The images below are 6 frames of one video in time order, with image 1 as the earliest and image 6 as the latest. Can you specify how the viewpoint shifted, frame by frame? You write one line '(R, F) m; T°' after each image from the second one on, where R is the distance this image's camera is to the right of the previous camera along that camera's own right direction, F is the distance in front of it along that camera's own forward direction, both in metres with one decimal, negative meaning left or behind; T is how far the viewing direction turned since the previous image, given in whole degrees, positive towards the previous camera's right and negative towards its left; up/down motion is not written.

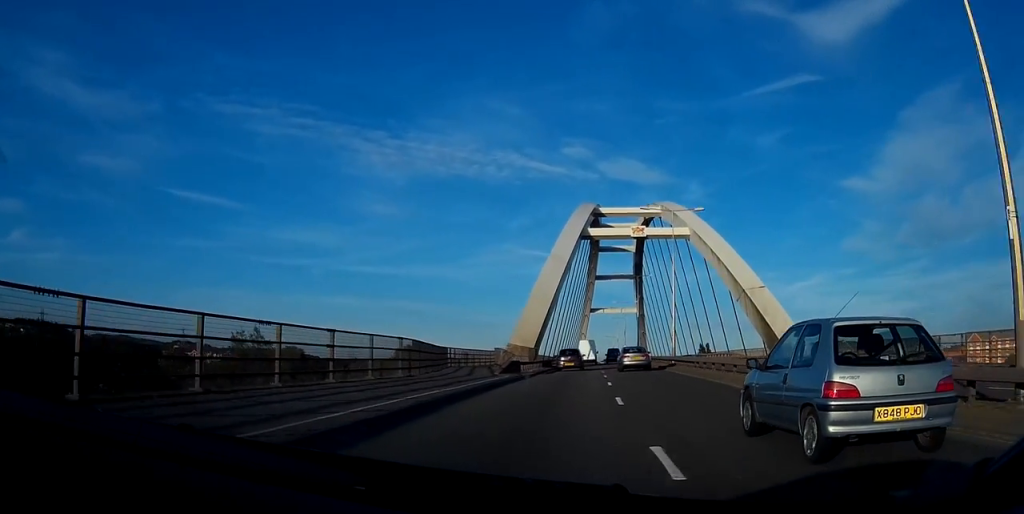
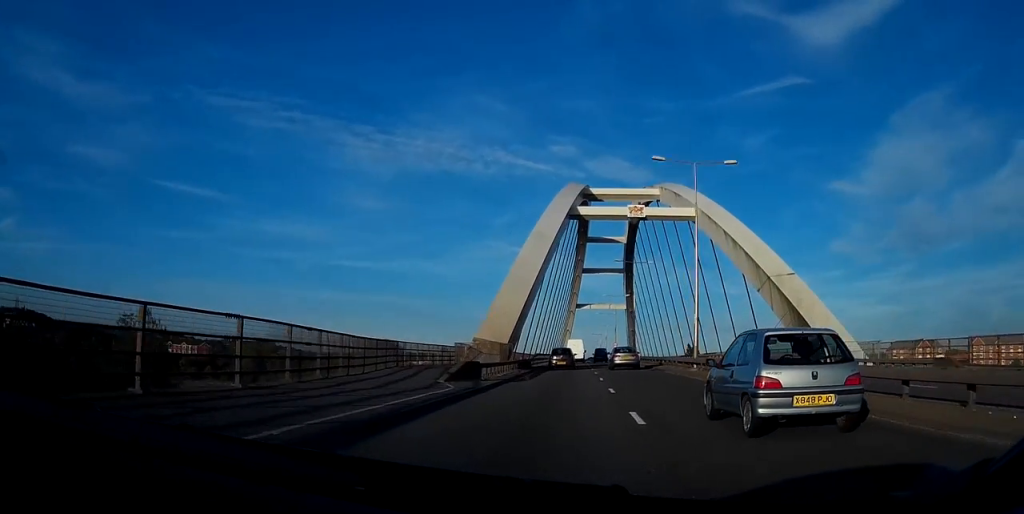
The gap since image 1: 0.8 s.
(0.0, +12.9) m; +1°
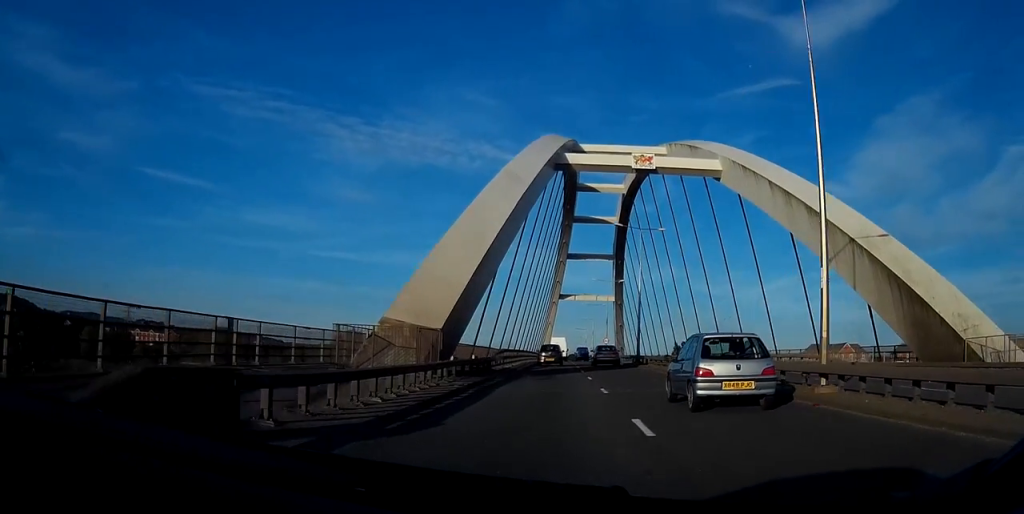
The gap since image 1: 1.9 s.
(+0.4, +19.4) m; +2°
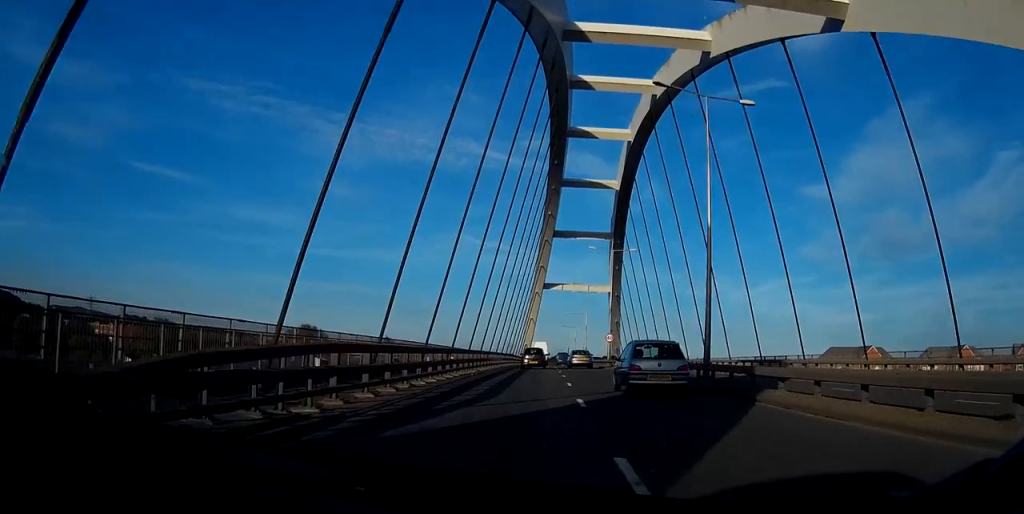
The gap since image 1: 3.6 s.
(+0.6, +30.7) m; +1°
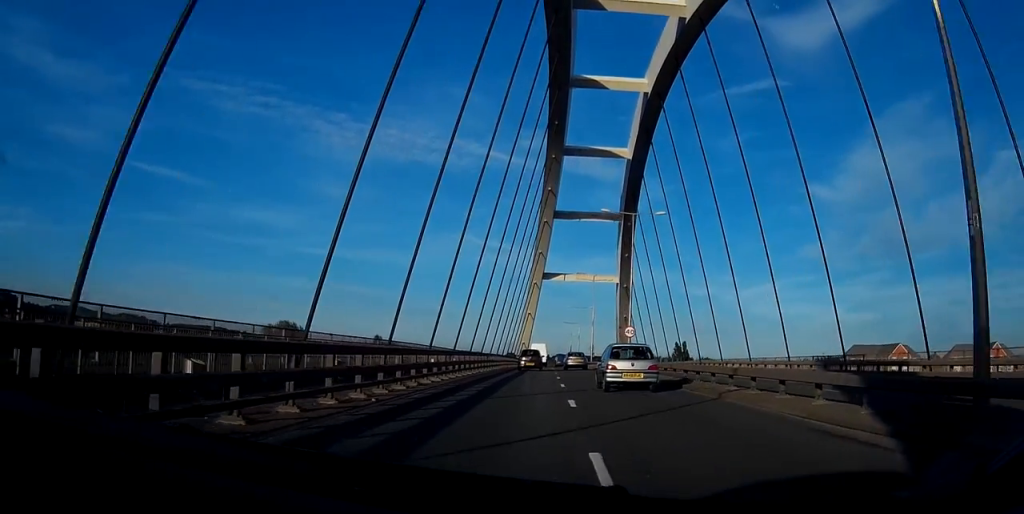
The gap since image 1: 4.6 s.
(0.0, +17.5) m; 0°
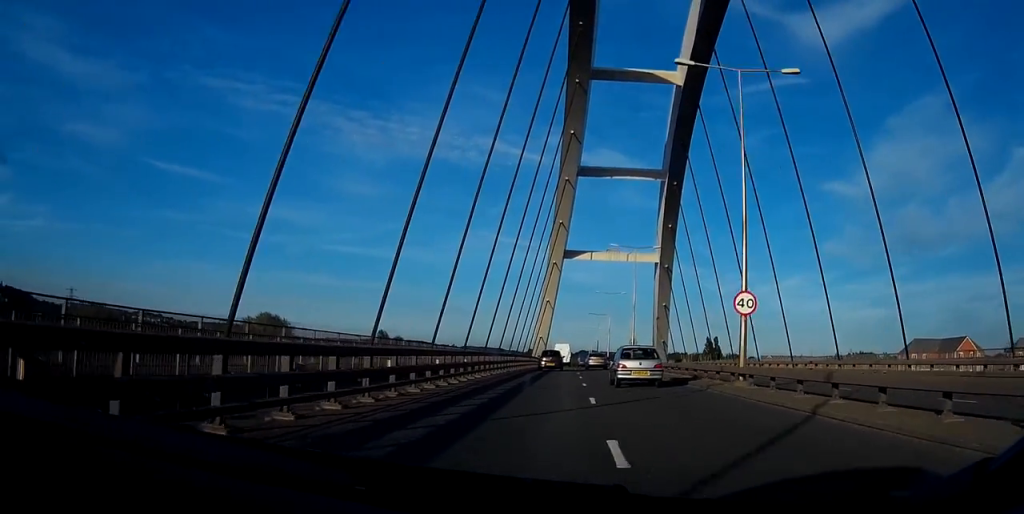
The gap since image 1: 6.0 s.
(-0.1, +25.8) m; 0°
